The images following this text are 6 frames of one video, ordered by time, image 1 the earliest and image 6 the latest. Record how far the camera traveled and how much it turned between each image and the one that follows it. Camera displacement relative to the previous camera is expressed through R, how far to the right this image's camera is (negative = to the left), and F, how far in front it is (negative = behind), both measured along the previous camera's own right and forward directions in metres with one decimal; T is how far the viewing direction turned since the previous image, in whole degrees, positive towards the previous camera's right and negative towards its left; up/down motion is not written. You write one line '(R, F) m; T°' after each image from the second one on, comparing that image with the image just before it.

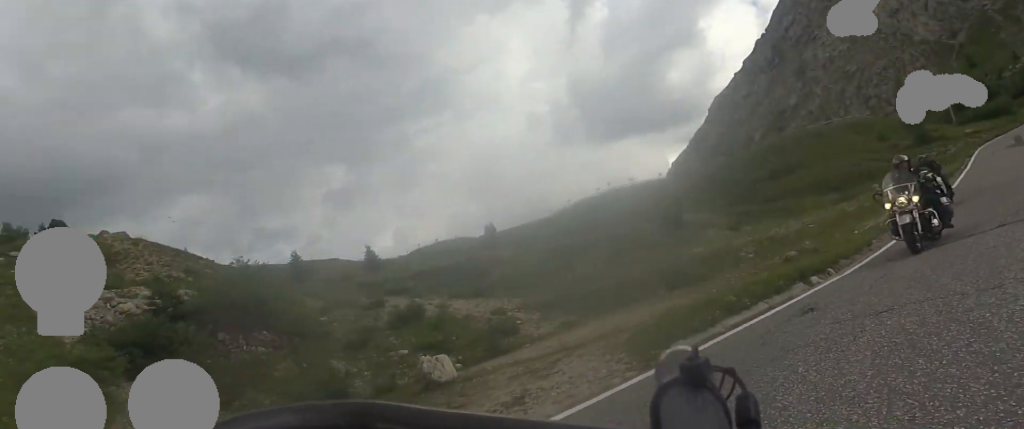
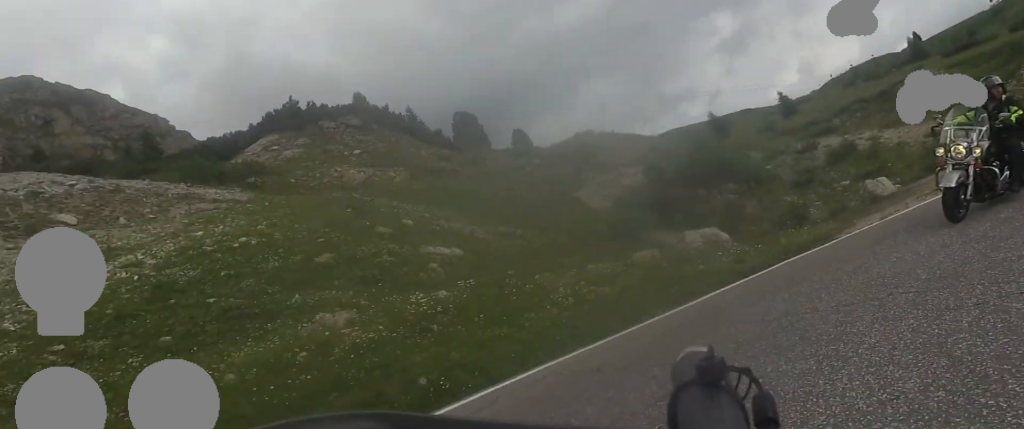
(-2.0, +7.4) m; -26°
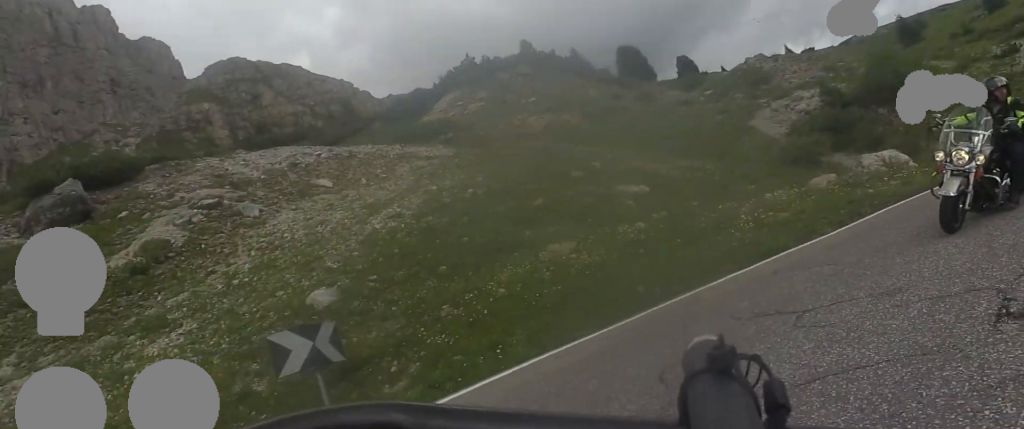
(-0.2, +3.0) m; -14°
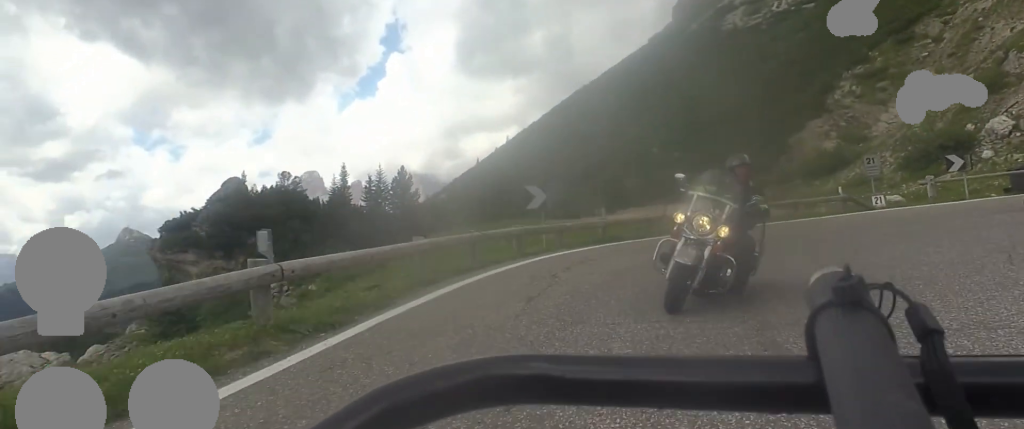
(-19.0, +10.8) m; -86°
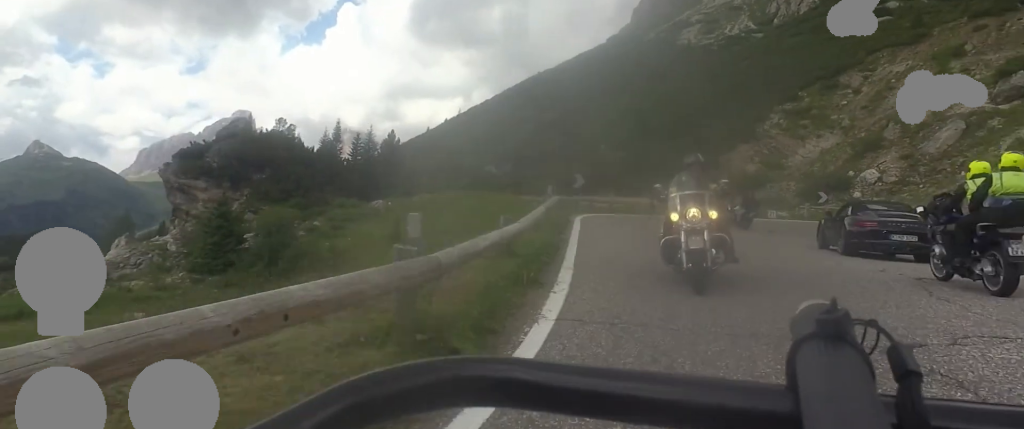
(-0.5, +11.9) m; -1°
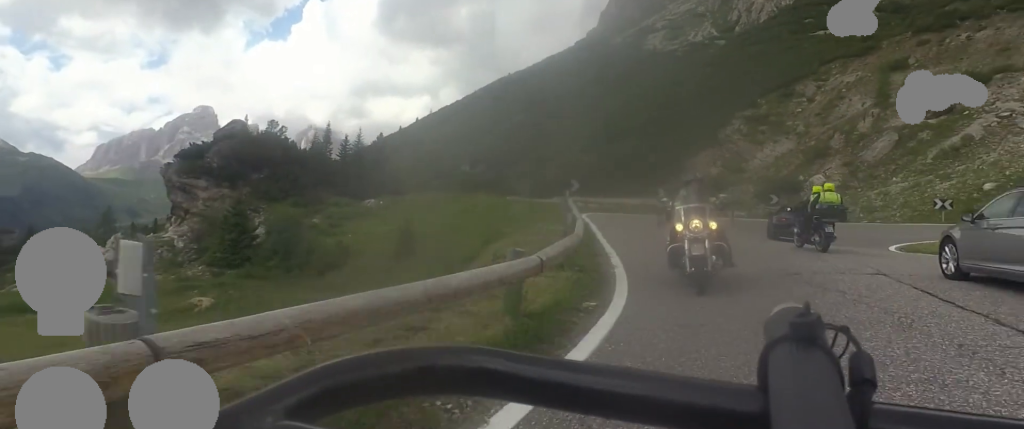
(+0.1, +5.3) m; +2°
